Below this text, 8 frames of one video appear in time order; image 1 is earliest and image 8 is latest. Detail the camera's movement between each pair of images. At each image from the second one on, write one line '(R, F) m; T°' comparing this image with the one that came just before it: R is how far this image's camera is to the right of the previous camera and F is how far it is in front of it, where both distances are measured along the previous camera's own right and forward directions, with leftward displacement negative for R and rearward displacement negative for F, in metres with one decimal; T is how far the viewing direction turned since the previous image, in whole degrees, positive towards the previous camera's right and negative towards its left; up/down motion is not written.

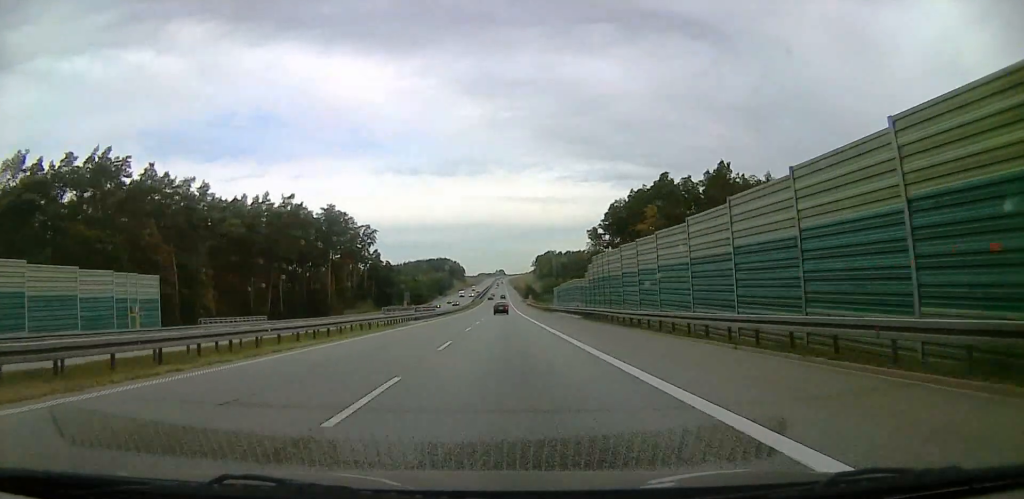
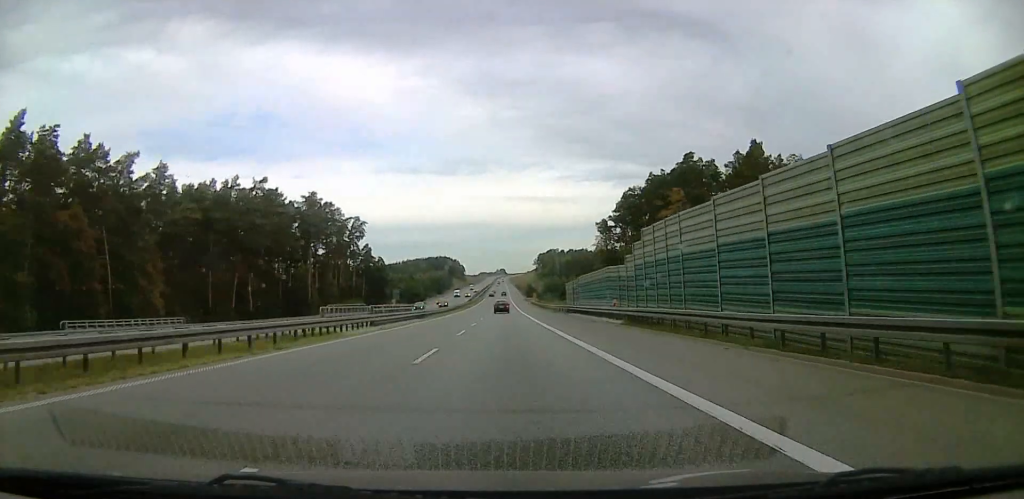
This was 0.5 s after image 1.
(0.0, +17.3) m; 0°
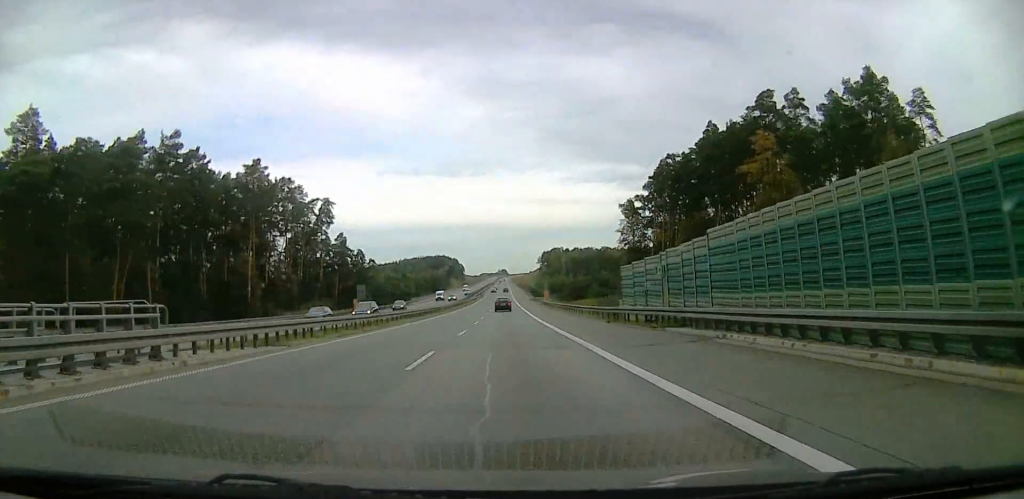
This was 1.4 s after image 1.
(-0.2, +36.0) m; 0°
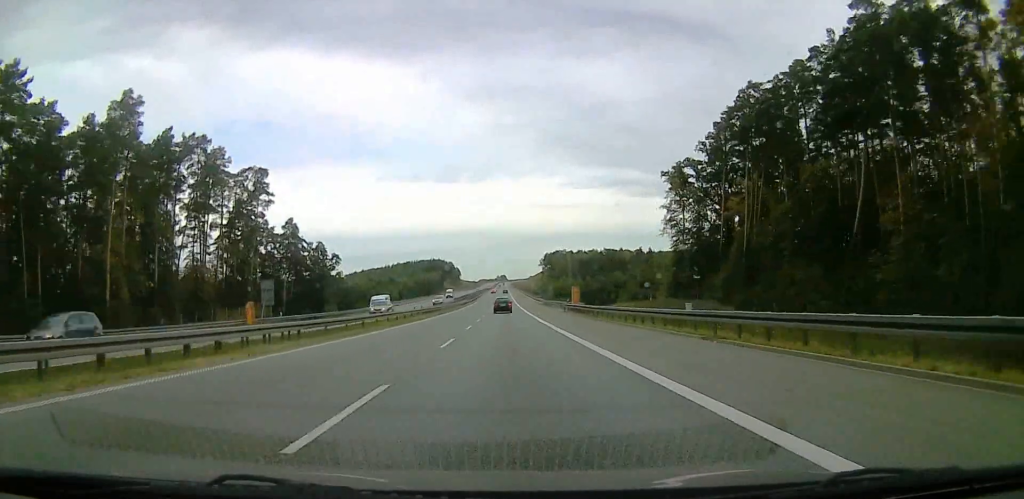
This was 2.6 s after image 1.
(-0.1, +42.3) m; 0°
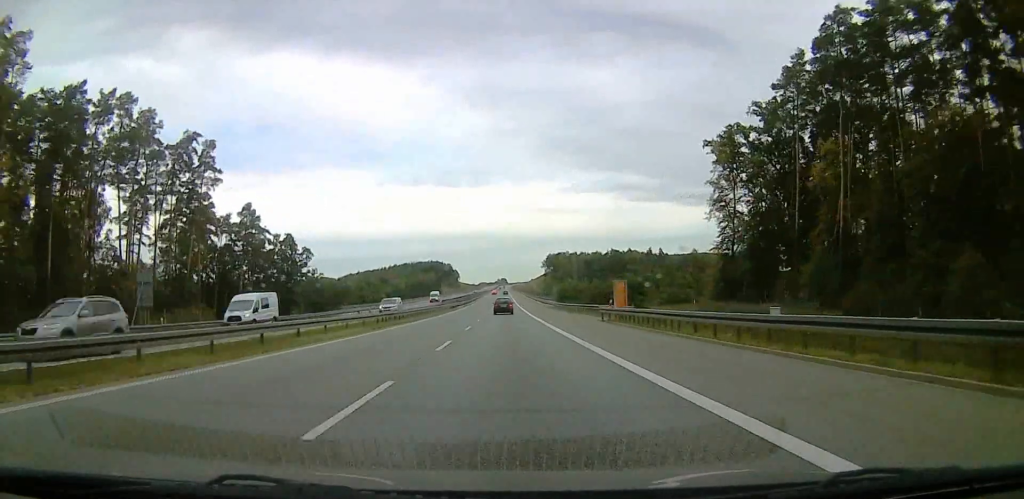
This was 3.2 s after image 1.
(0.0, +23.8) m; 0°
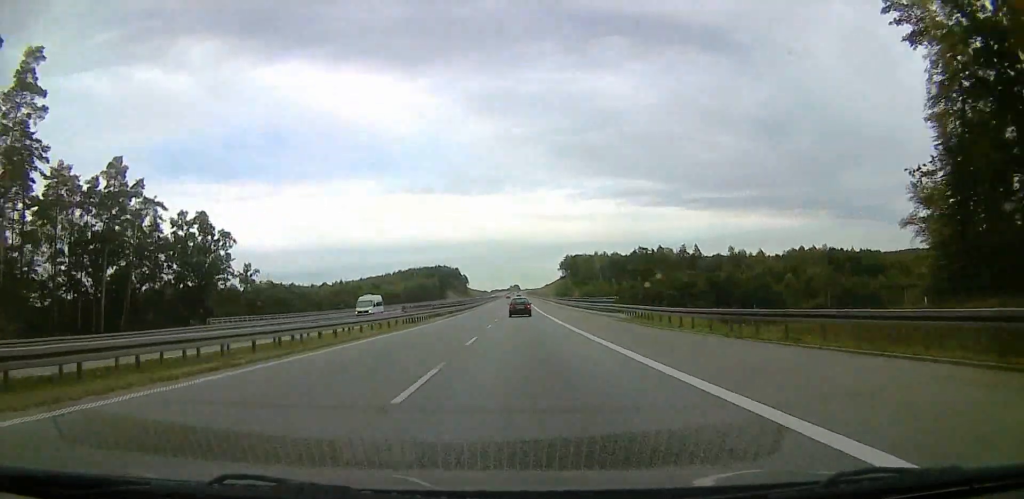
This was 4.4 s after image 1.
(-0.3, +45.4) m; -1°
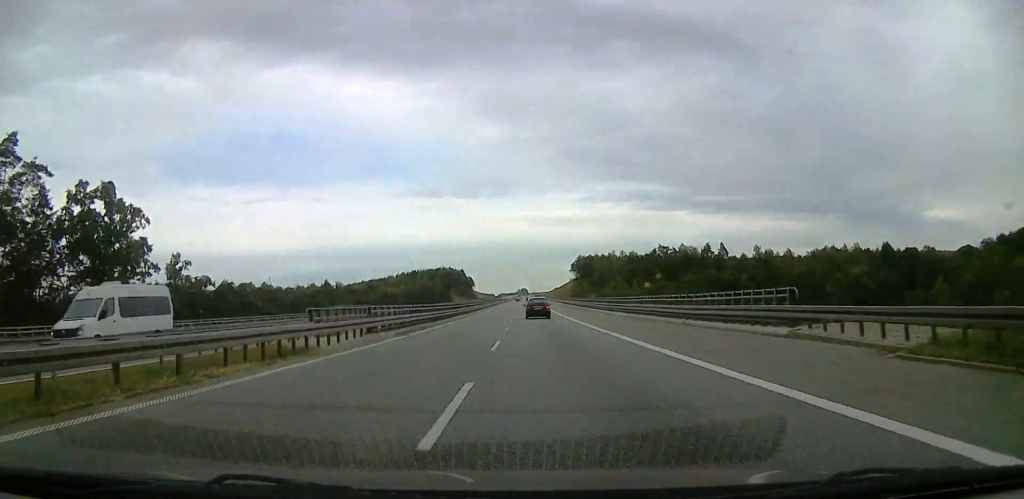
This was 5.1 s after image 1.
(-0.1, +26.7) m; 0°
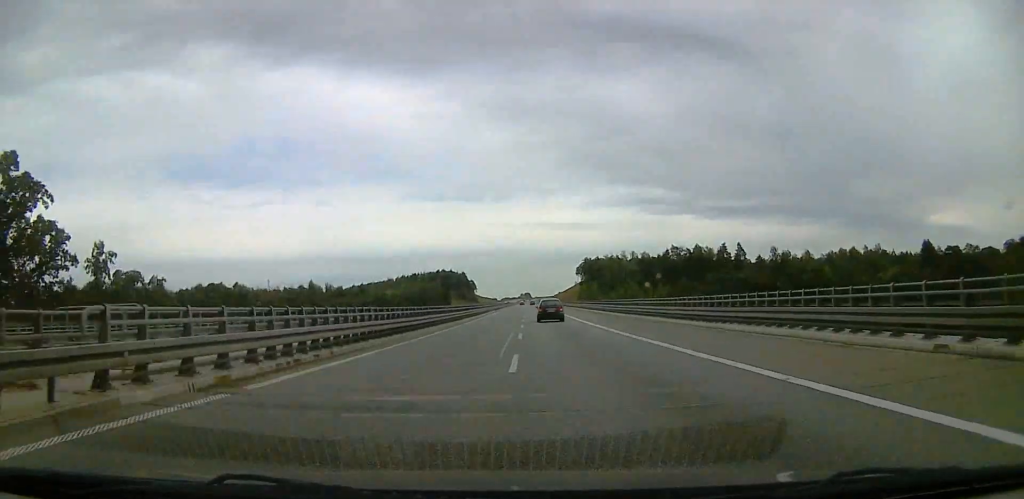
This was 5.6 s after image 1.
(-0.1, +17.8) m; 0°
